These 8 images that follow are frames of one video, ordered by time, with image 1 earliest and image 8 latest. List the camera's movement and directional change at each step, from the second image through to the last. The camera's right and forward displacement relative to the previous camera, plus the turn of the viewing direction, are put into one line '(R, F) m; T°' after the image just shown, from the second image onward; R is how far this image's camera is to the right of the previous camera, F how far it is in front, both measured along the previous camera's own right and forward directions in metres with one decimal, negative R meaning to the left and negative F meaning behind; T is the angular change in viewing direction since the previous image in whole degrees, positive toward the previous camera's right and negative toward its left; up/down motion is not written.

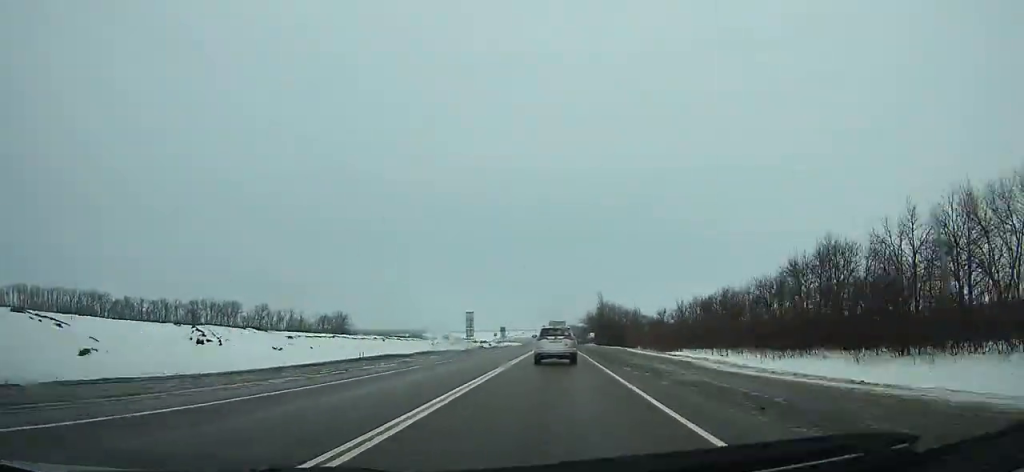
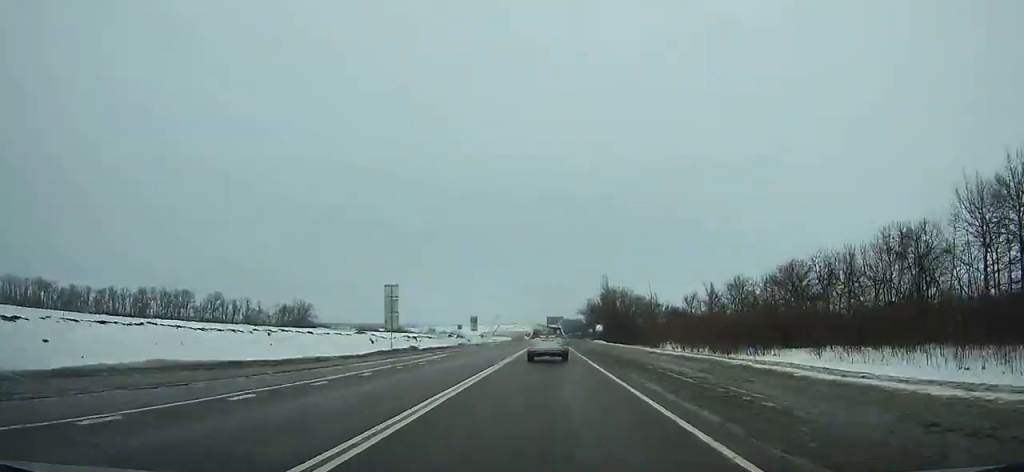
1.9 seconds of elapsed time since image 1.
(+0.2, +41.2) m; +1°
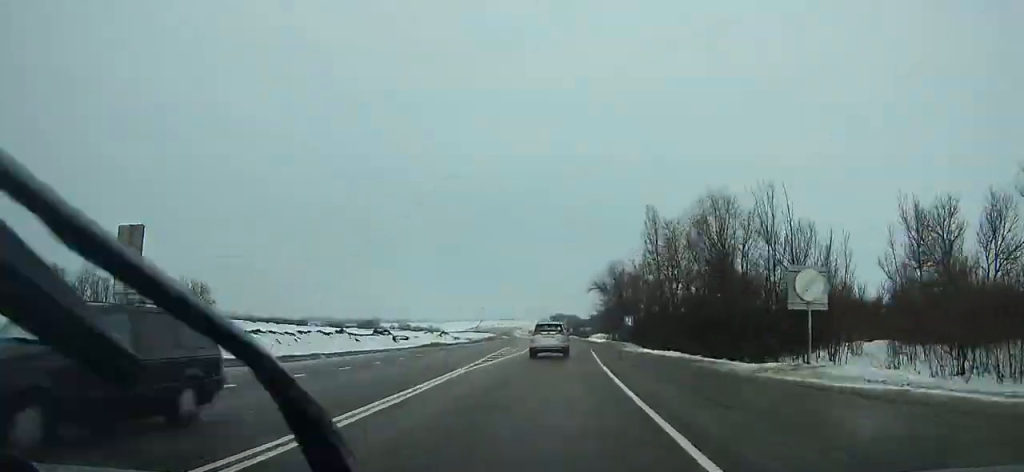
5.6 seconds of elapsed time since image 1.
(+0.6, +81.4) m; +1°
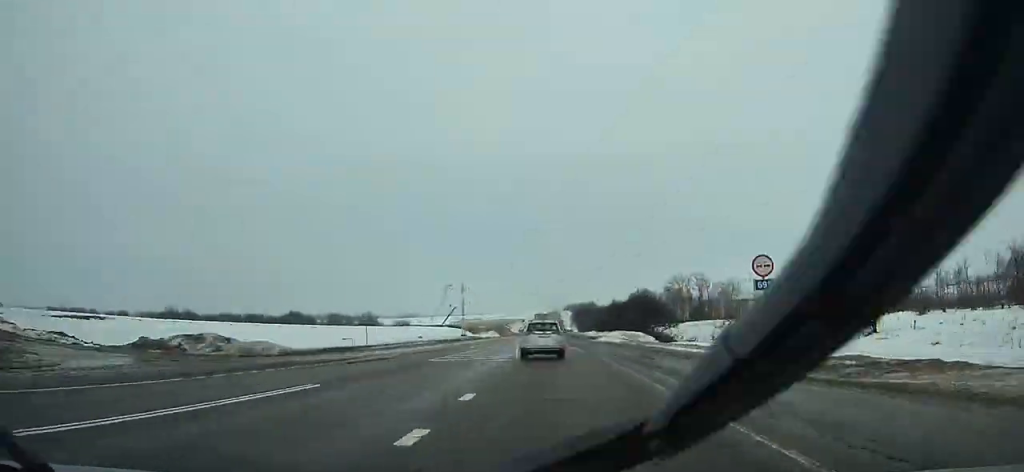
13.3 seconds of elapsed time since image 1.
(-2.4, +170.3) m; -2°
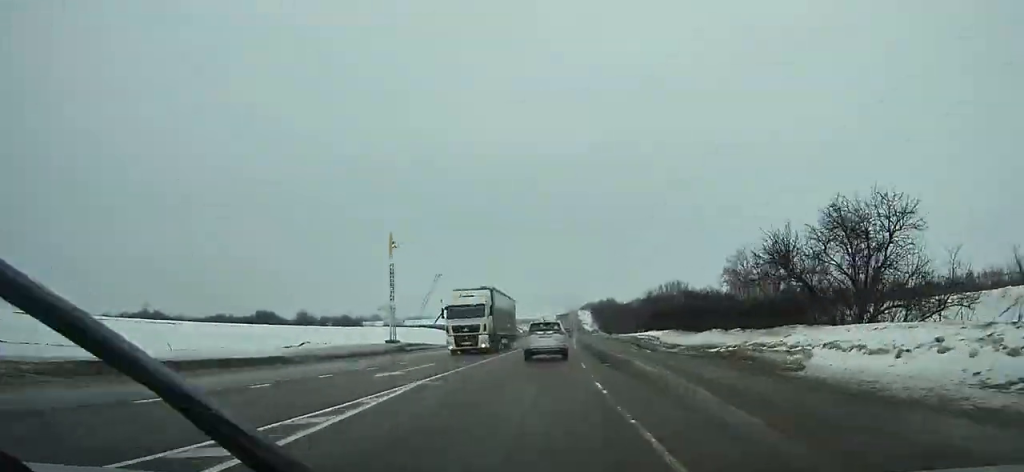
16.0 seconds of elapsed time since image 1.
(-0.4, +59.0) m; -1°
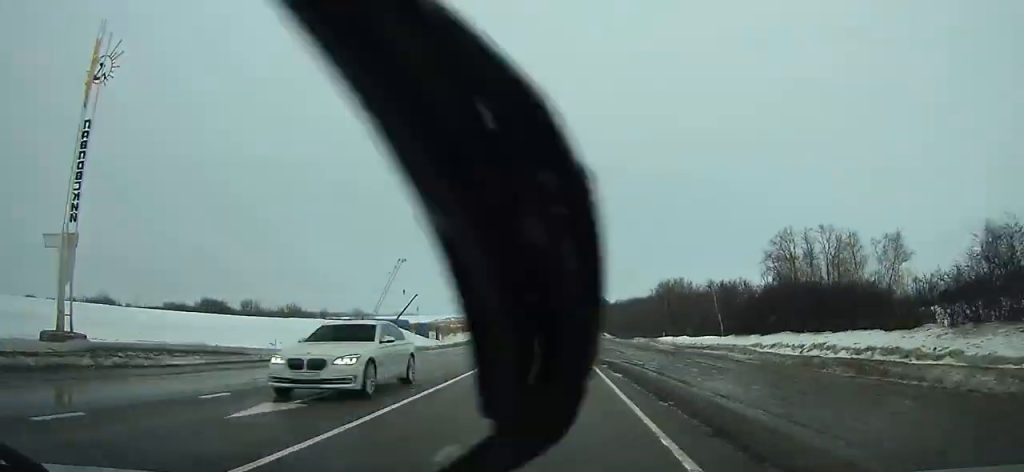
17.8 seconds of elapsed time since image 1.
(-0.3, +39.2) m; 0°
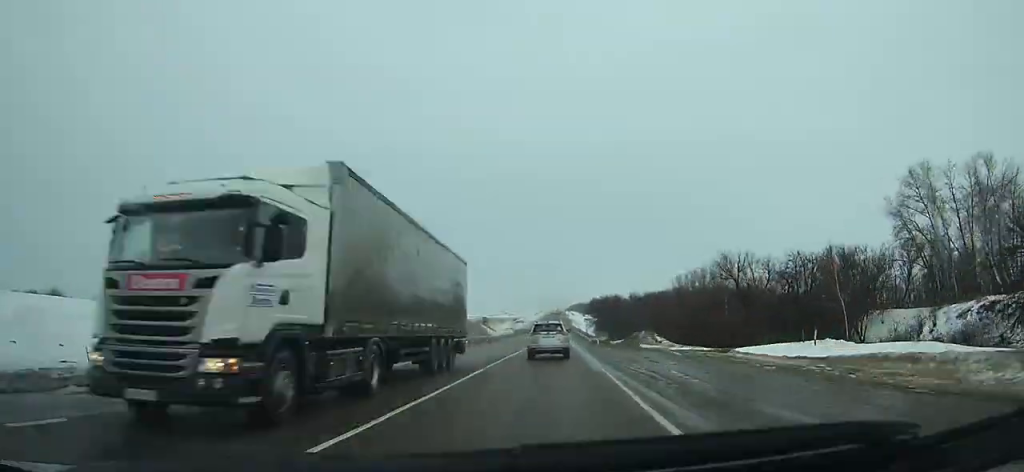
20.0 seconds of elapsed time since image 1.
(+0.3, +48.2) m; +1°
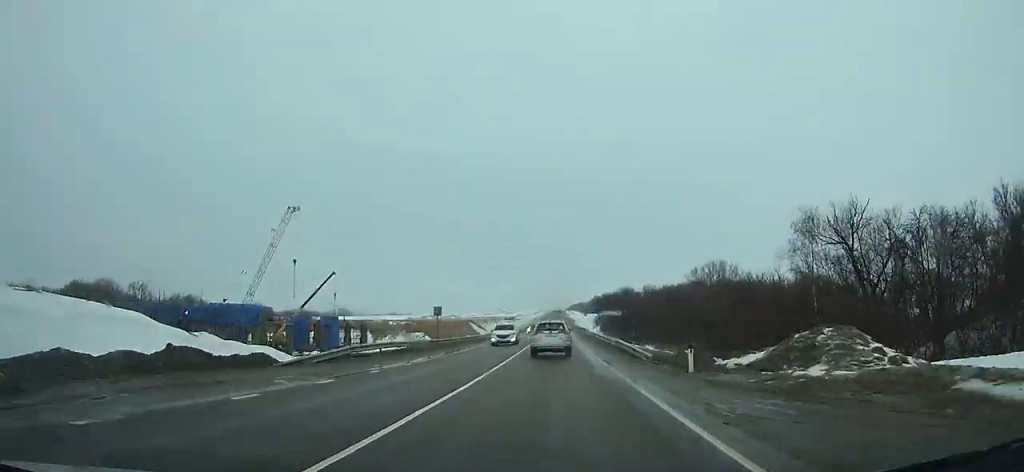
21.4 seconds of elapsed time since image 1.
(+0.1, +30.9) m; 0°
